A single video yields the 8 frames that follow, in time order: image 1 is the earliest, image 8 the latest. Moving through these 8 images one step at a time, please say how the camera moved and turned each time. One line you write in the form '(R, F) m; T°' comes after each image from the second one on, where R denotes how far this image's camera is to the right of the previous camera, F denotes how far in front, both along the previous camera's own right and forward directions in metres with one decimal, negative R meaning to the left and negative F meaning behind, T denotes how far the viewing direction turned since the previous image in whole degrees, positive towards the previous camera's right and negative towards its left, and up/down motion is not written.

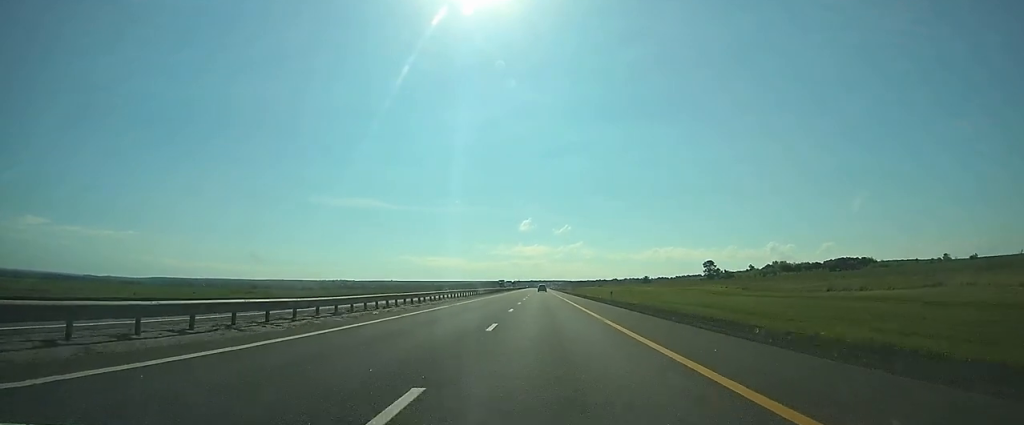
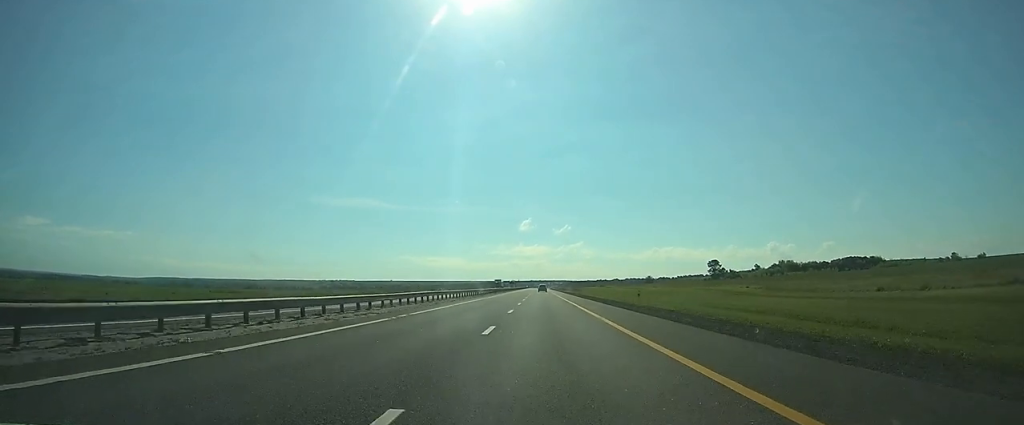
(0.0, +12.9) m; 0°
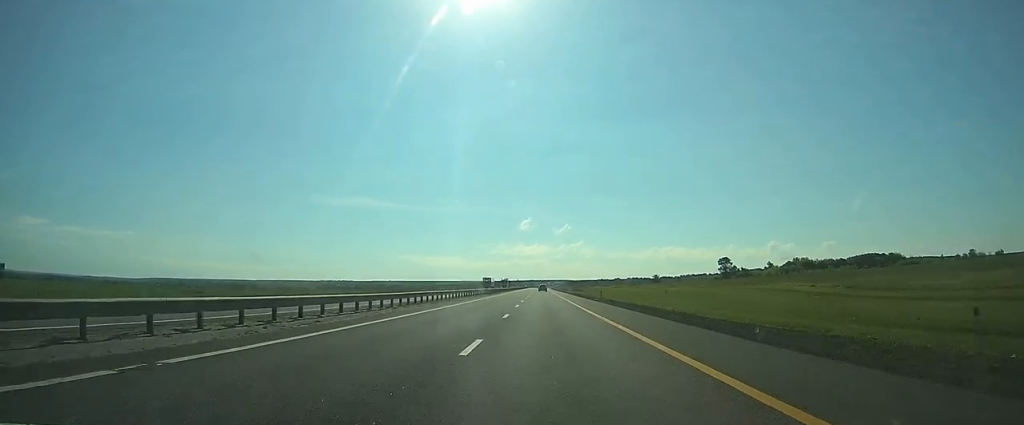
(0.0, +27.8) m; 0°
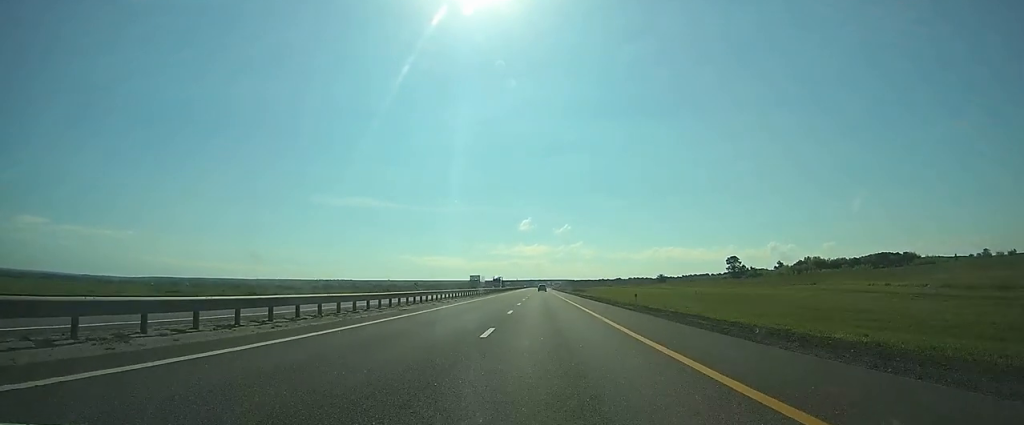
(0.0, +19.8) m; 0°
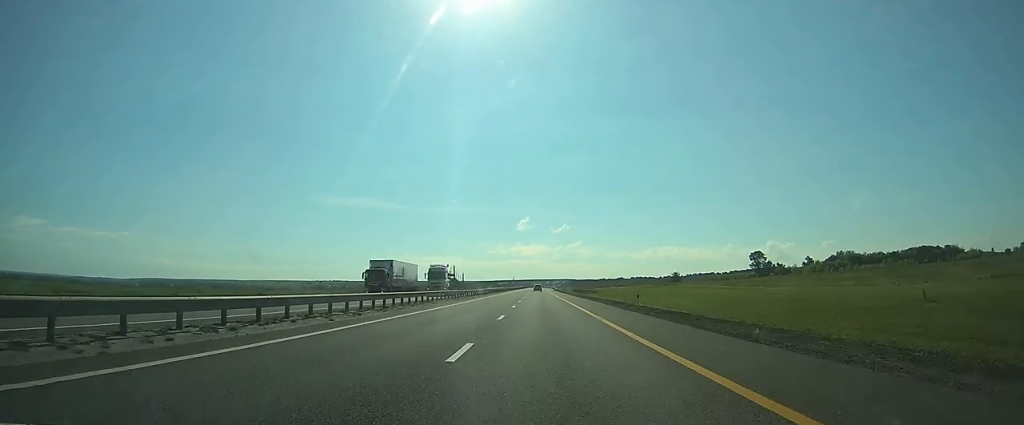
(+0.1, +51.5) m; 0°
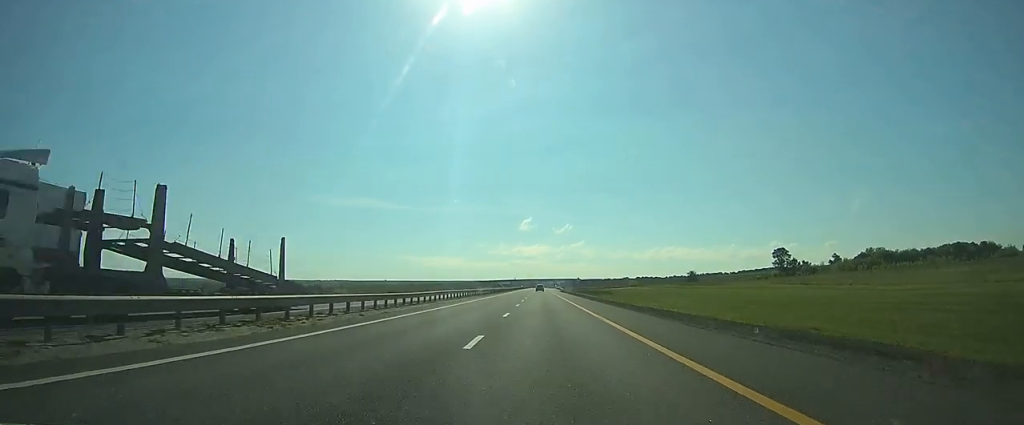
(0.0, +33.6) m; 0°
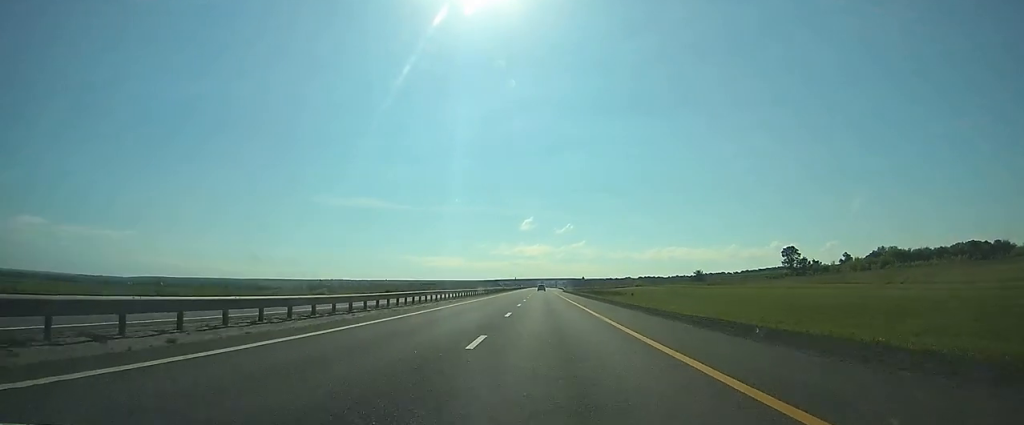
(0.0, +11.8) m; 0°
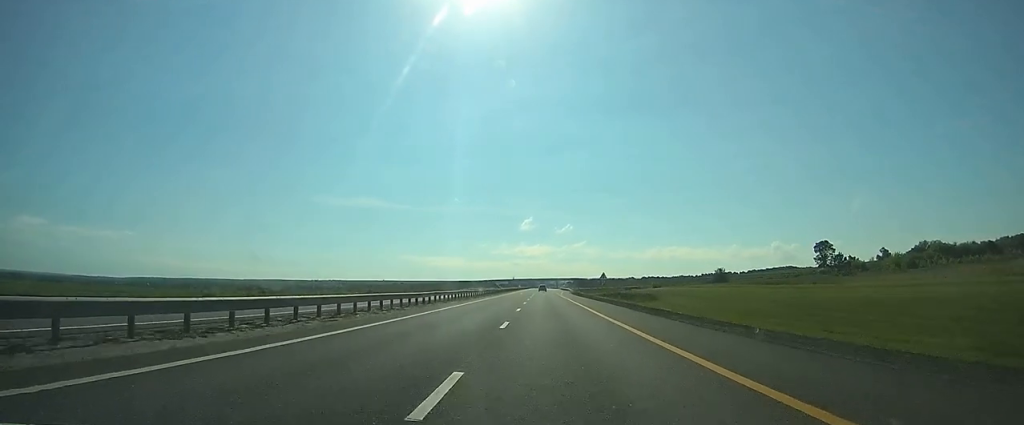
(-0.1, +41.3) m; 0°
